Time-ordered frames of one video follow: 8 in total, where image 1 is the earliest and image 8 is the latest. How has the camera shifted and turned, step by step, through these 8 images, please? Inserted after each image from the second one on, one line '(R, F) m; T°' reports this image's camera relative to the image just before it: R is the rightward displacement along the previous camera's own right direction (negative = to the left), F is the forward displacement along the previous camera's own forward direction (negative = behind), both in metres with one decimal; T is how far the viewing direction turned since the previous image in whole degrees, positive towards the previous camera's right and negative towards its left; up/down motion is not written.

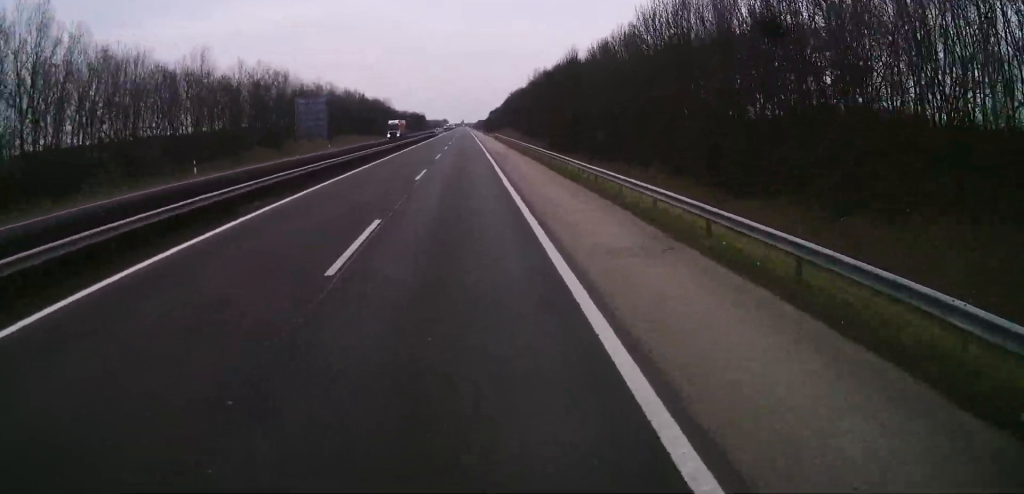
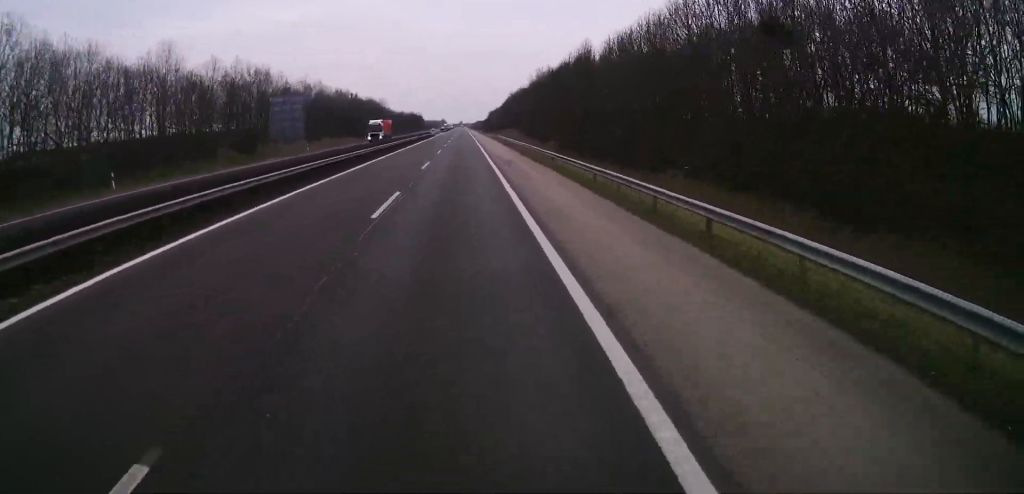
(0.0, +12.4) m; 0°
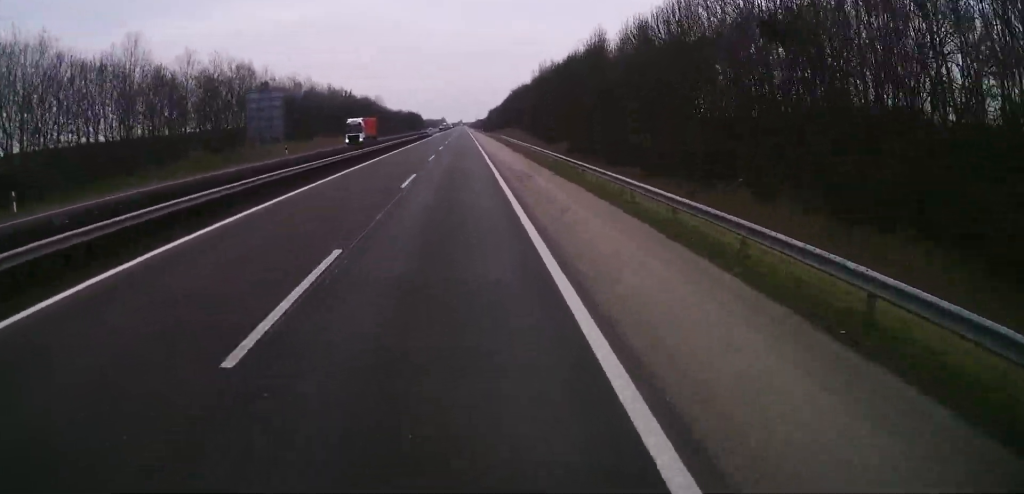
(0.0, +10.0) m; 0°
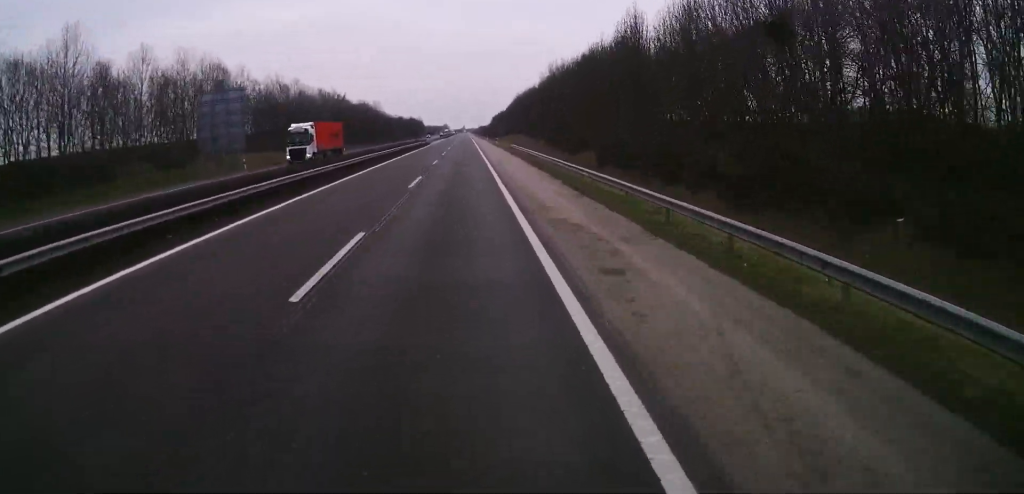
(+0.1, +15.5) m; 0°
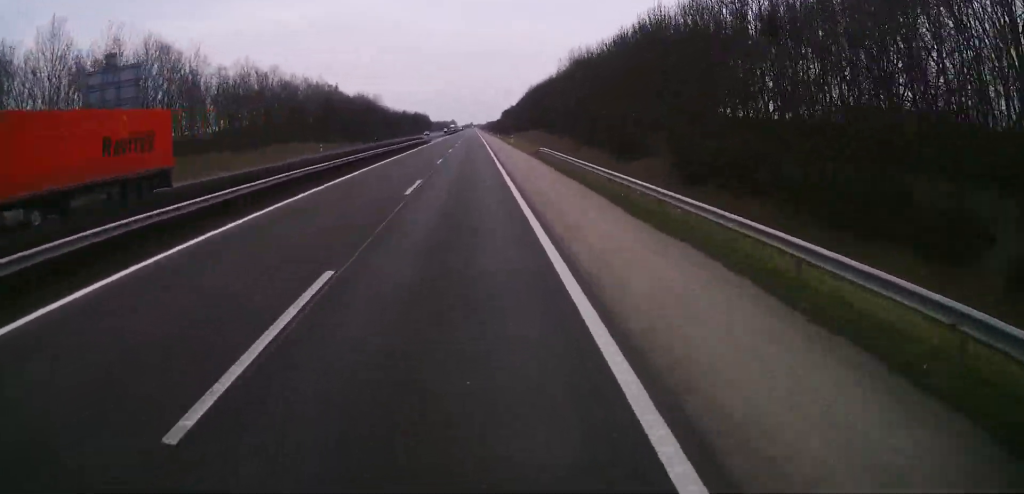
(+0.2, +22.5) m; 0°
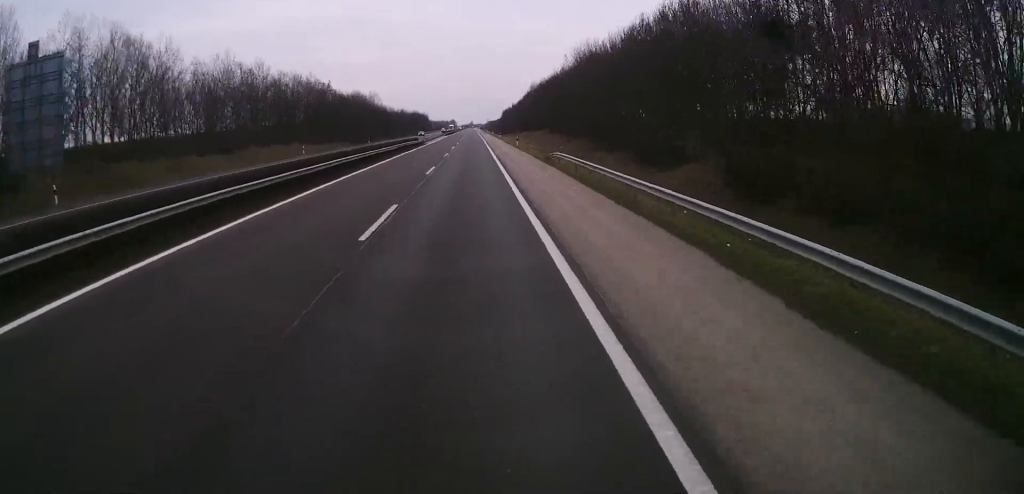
(-0.1, +9.4) m; 0°
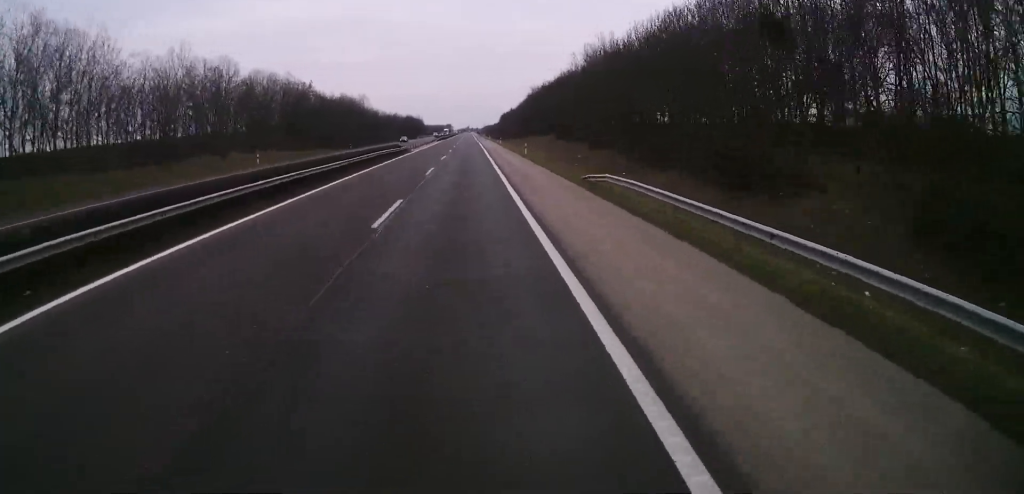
(-0.1, +16.3) m; 0°
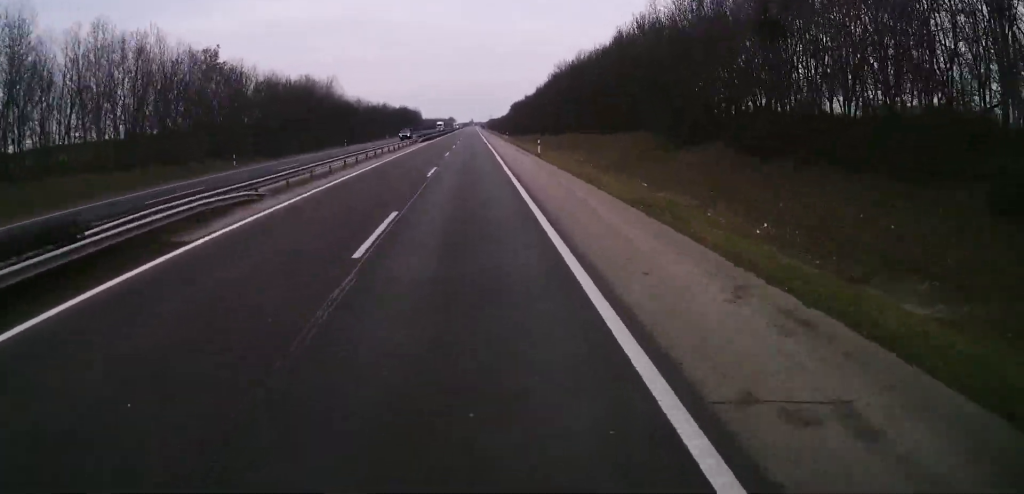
(-0.8, +58.1) m; -1°
